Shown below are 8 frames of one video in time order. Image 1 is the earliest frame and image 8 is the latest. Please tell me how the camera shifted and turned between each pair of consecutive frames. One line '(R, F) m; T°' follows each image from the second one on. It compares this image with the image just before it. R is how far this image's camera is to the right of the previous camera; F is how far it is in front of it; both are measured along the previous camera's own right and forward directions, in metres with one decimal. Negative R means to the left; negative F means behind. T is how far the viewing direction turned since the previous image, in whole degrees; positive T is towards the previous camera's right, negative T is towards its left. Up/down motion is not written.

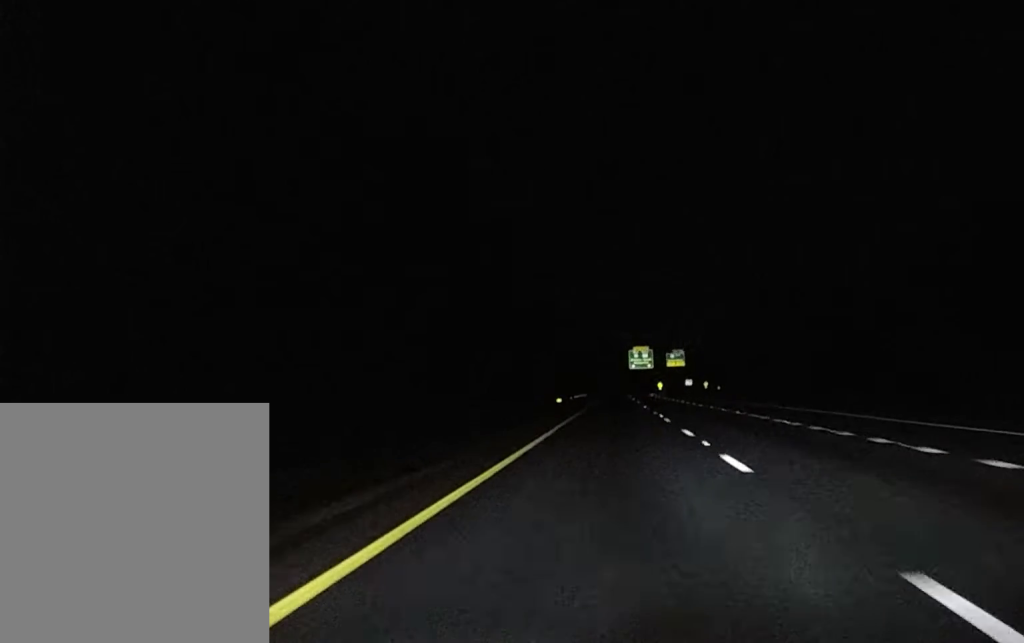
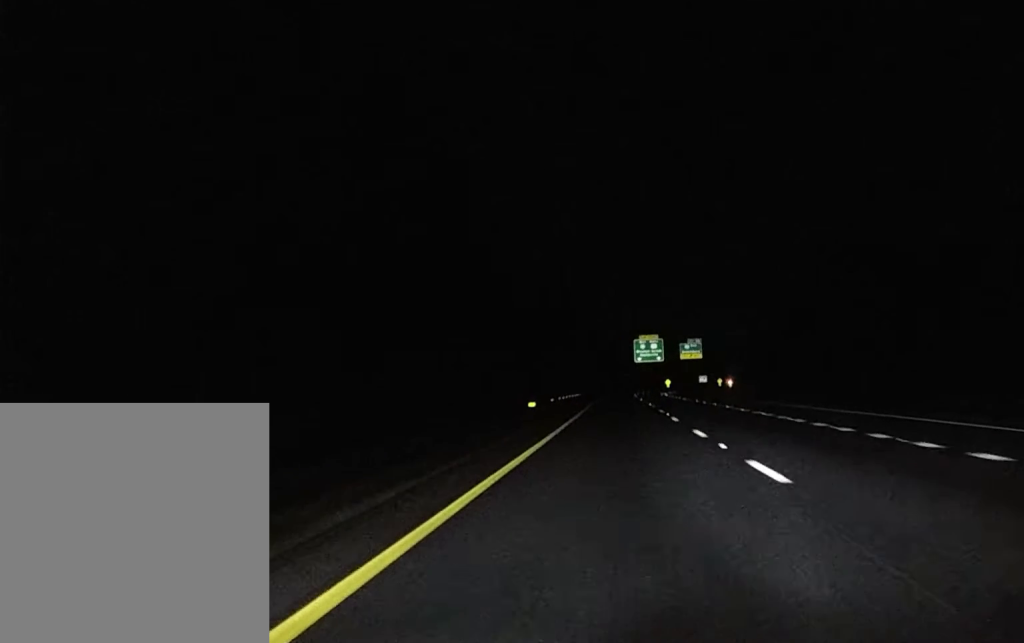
(-0.2, +55.1) m; -1°
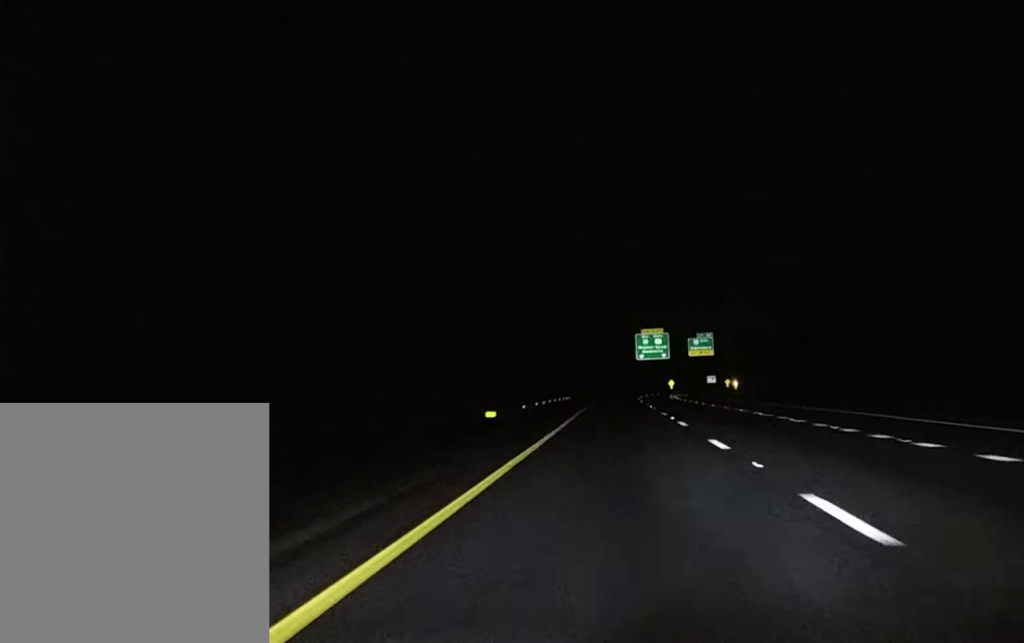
(-0.3, +31.9) m; 0°
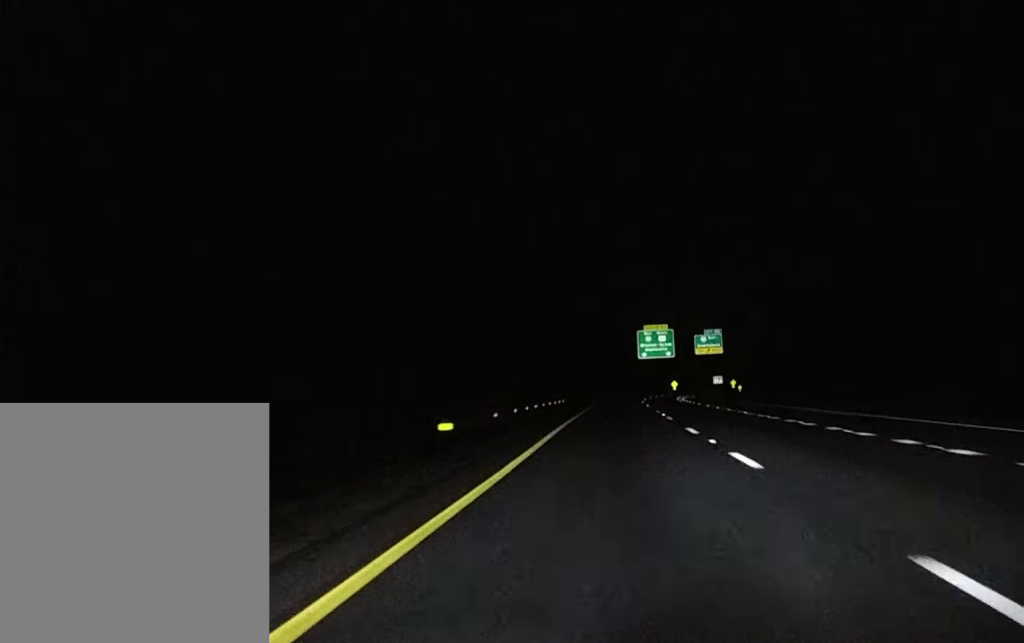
(+0.1, +17.9) m; +1°
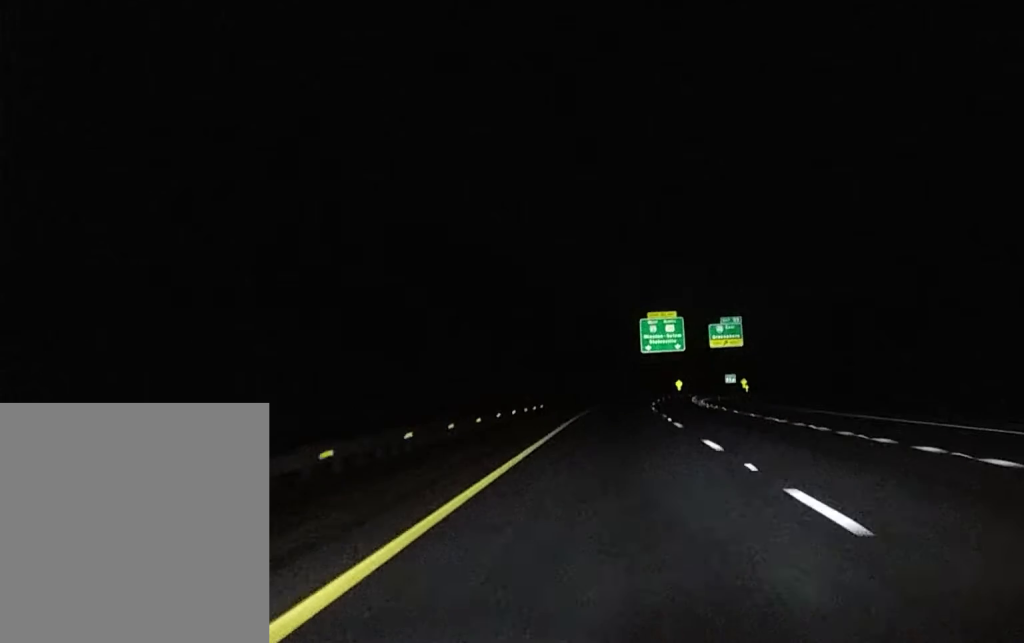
(+0.3, +31.6) m; +1°
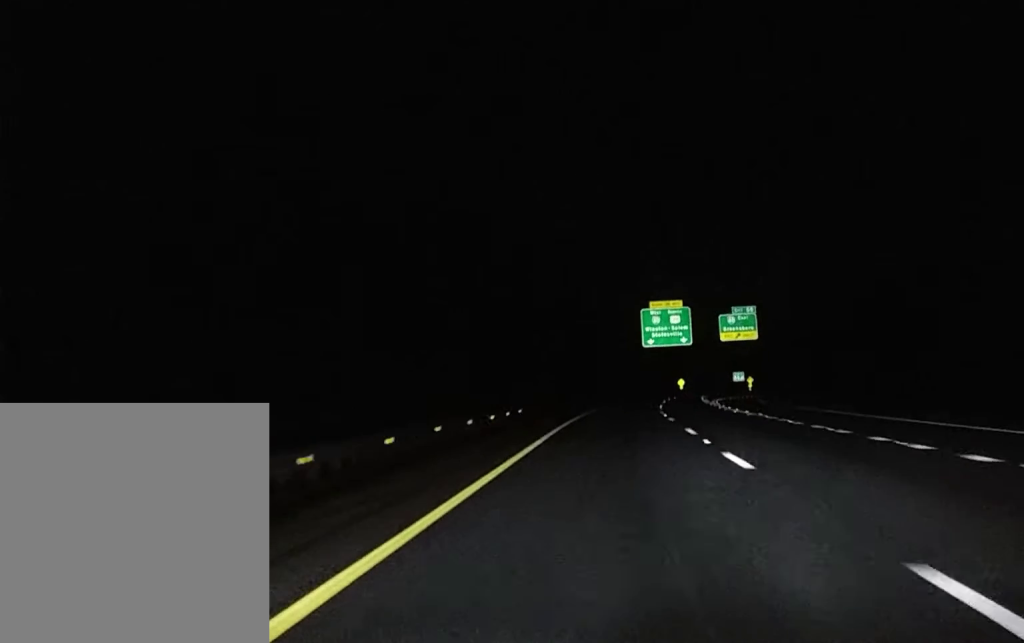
(0.0, +16.6) m; 0°
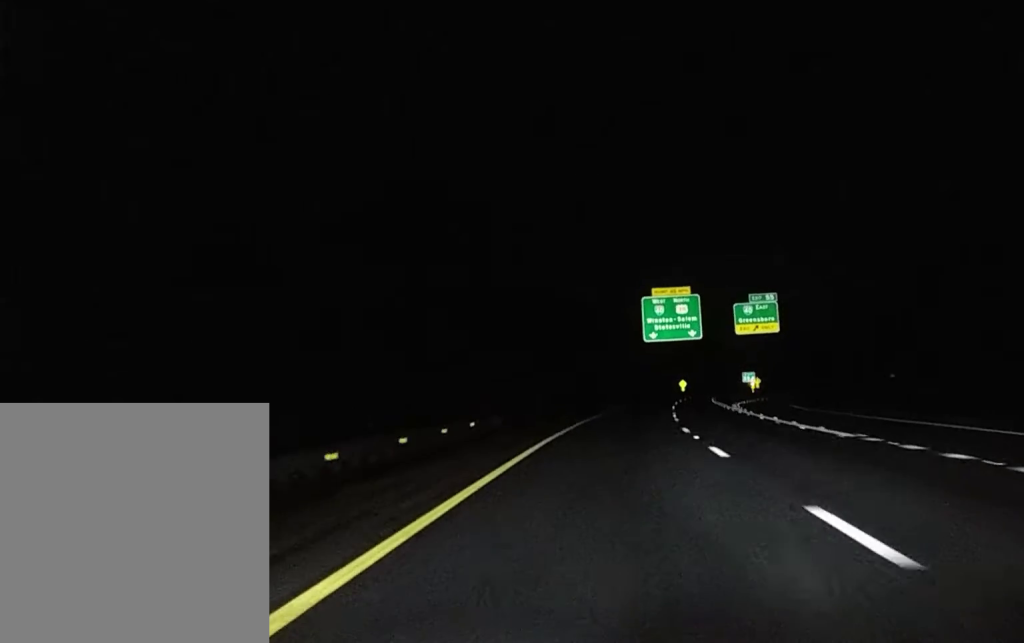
(0.0, +18.9) m; 0°
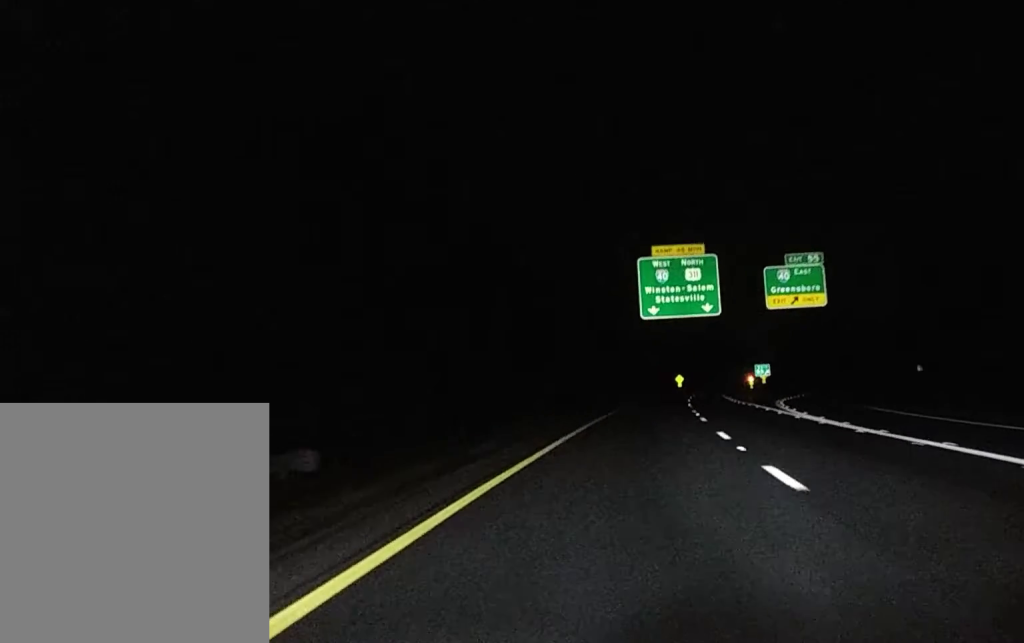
(+0.1, +28.3) m; +1°
